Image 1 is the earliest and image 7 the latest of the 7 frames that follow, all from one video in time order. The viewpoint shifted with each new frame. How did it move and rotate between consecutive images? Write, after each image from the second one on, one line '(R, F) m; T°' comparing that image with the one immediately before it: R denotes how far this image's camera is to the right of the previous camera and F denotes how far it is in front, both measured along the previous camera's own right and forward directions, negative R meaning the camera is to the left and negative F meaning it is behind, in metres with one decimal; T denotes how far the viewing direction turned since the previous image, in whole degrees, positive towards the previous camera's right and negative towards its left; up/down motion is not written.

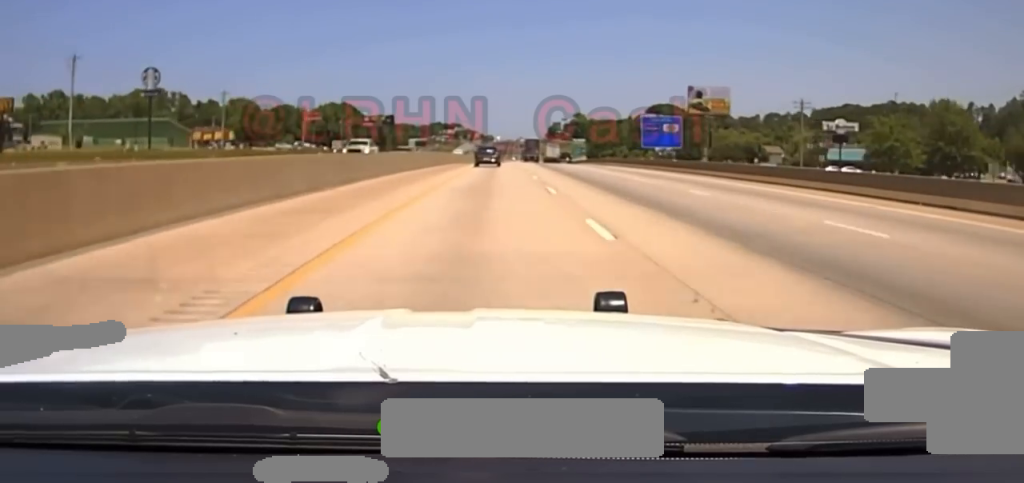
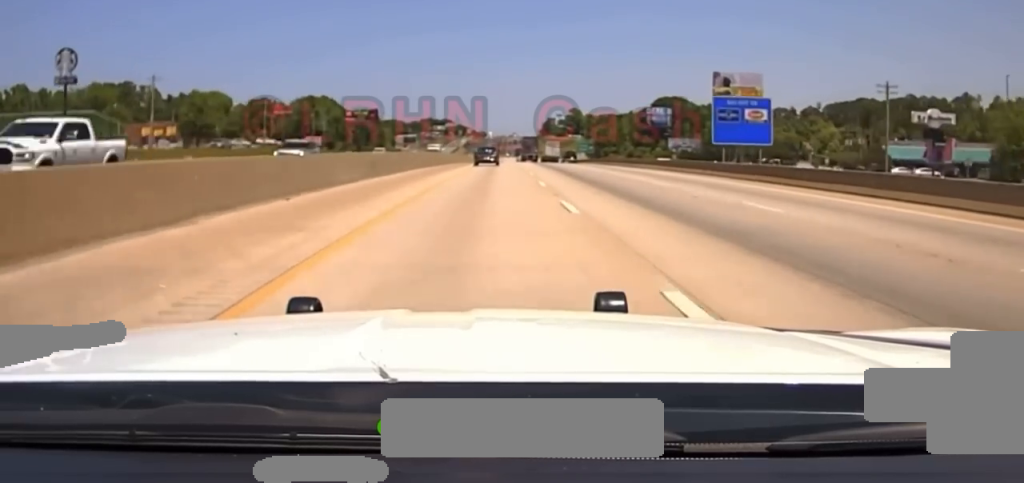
(+0.1, +28.4) m; 0°
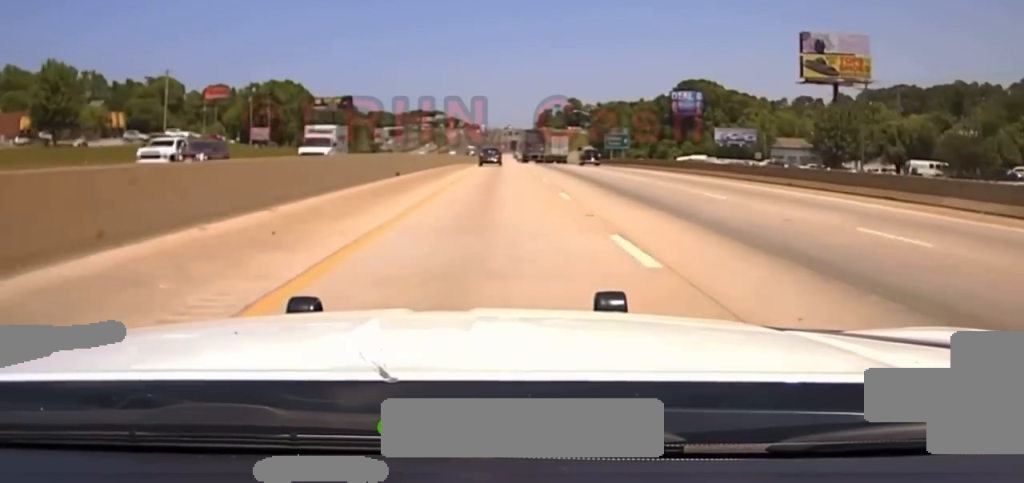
(+0.5, +54.1) m; +1°
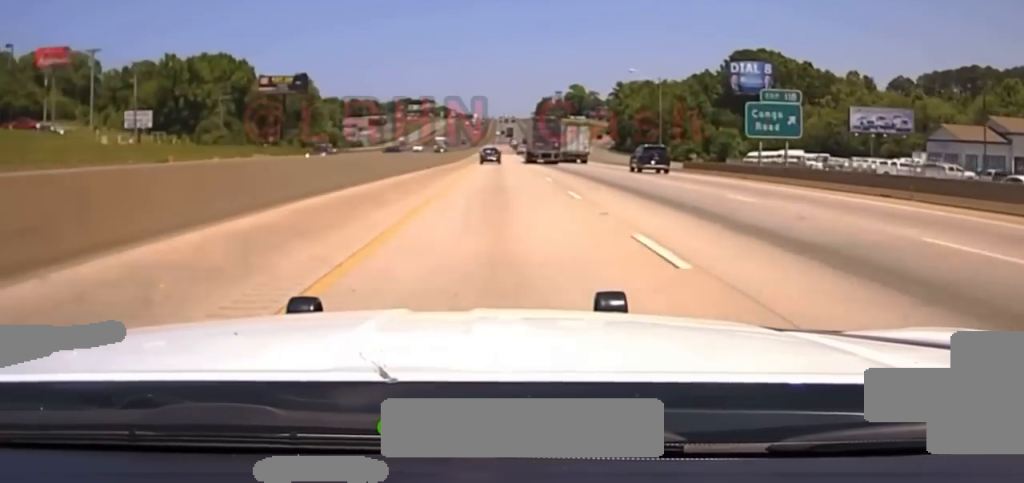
(+0.5, +75.0) m; +1°
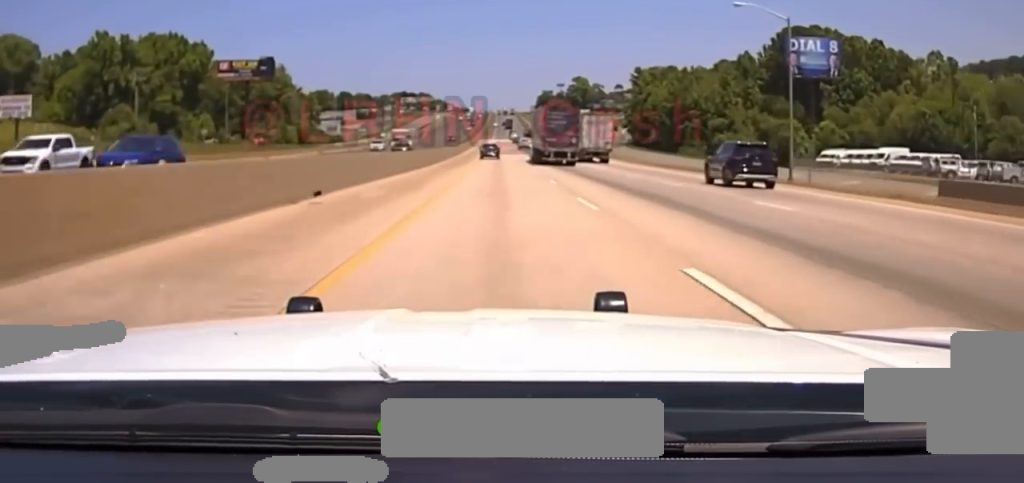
(0.0, +41.9) m; 0°
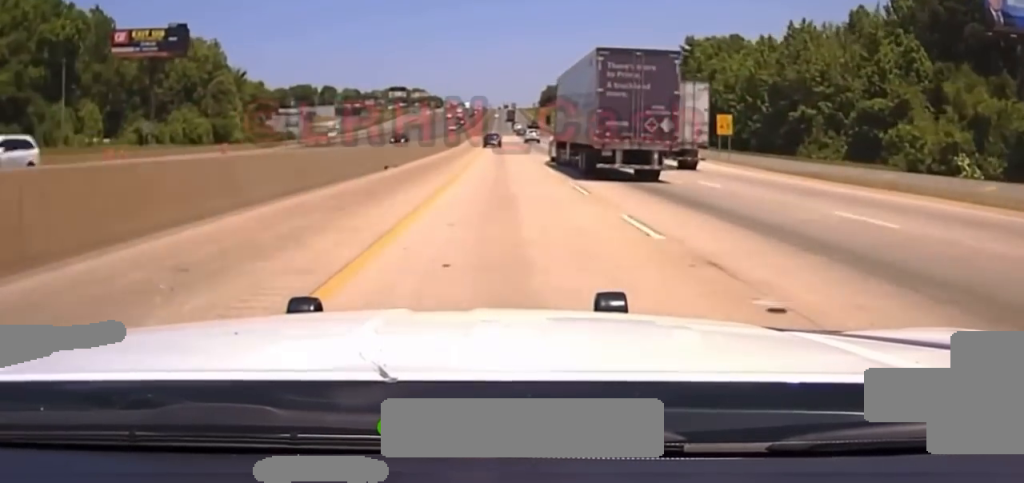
(+0.1, +71.4) m; 0°
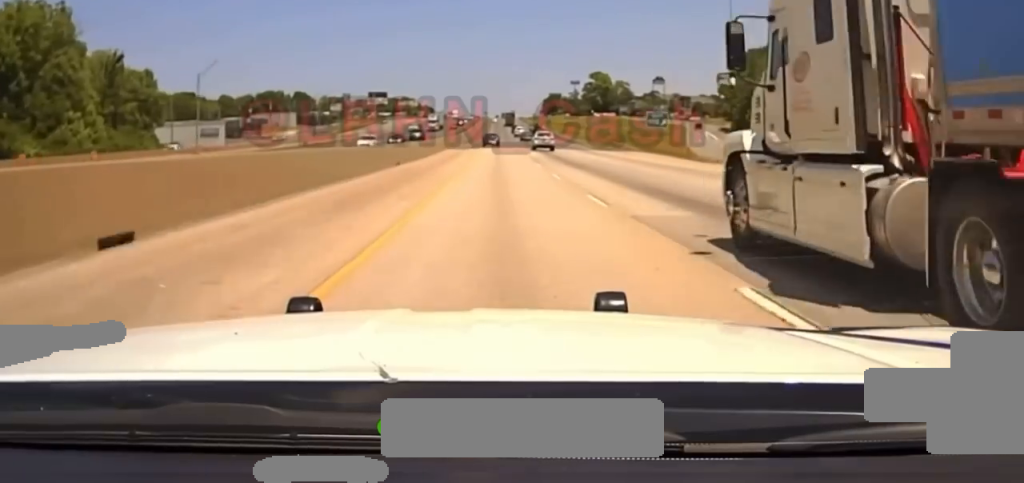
(-0.1, +71.2) m; 0°
